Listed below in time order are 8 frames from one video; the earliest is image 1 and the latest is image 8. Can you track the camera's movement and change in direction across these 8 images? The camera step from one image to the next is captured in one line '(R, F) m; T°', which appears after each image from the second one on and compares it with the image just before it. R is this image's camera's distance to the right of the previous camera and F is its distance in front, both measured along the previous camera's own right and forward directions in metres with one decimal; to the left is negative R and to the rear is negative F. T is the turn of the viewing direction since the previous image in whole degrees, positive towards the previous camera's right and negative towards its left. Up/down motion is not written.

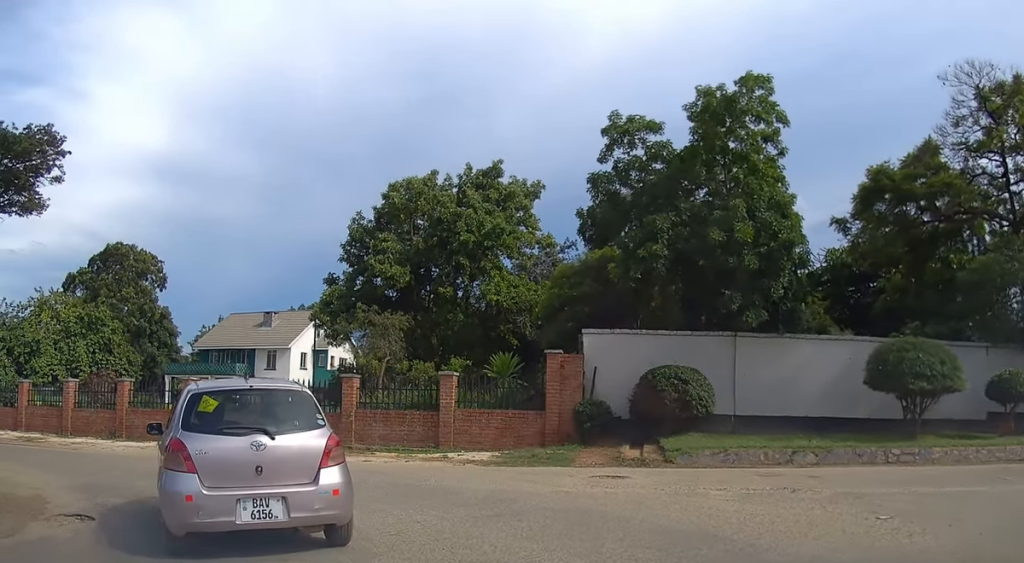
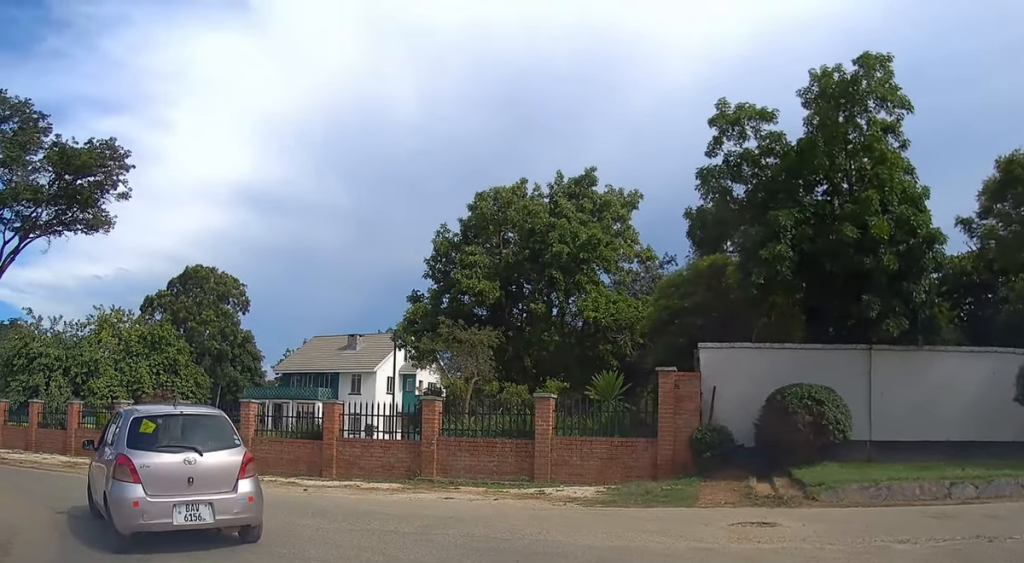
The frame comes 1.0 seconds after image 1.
(-0.1, +2.7) m; -3°
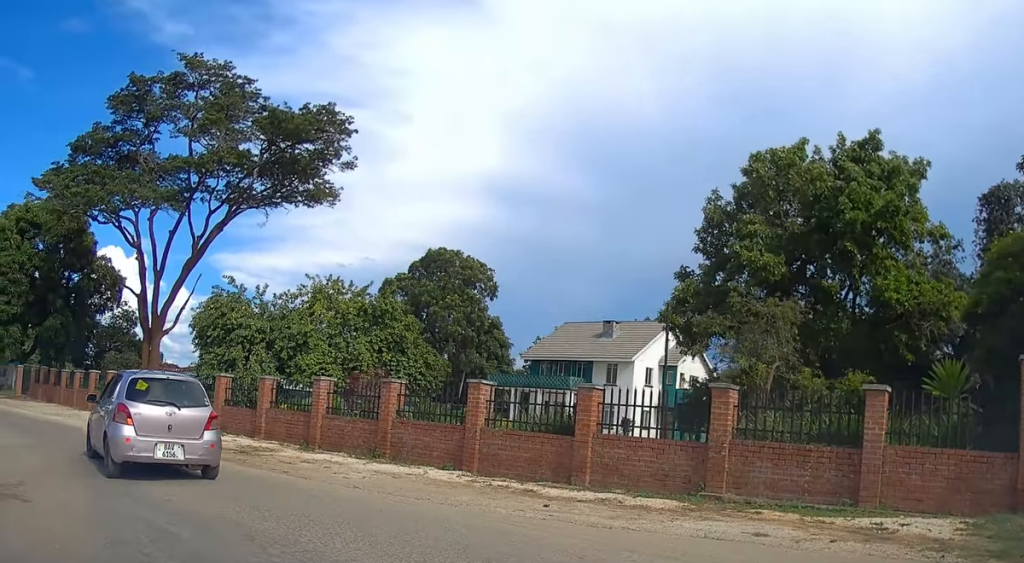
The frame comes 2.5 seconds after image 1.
(-0.4, +4.1) m; -17°
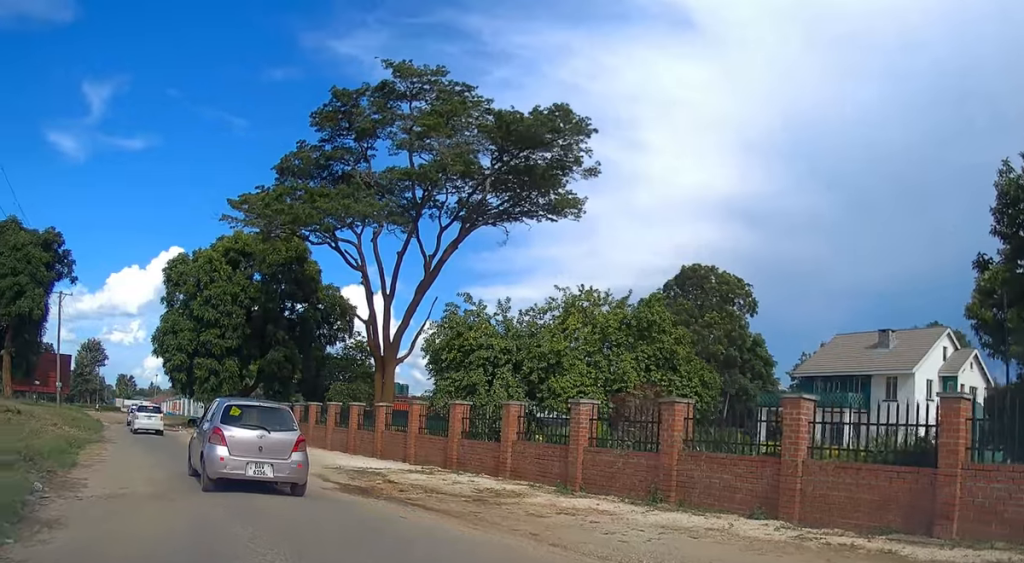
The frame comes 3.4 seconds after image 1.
(-0.4, +3.2) m; -18°
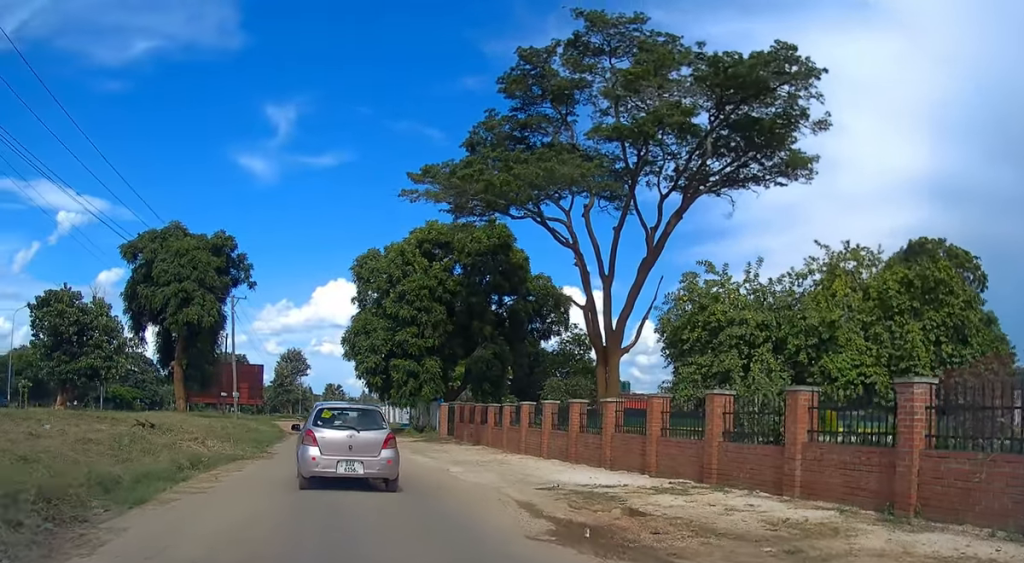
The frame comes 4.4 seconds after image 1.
(-0.7, +4.1) m; -19°
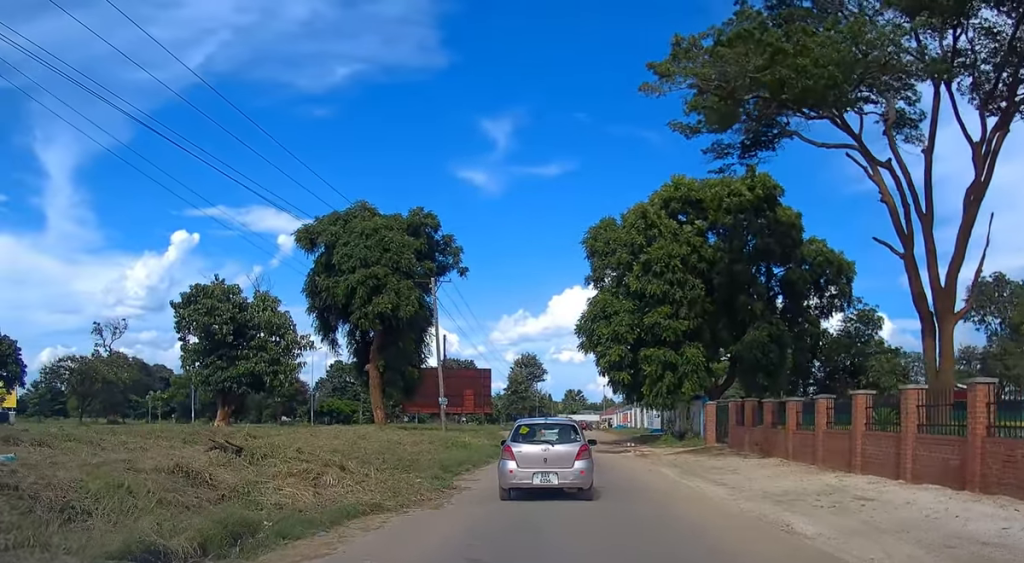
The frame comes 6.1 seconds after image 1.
(-2.2, +8.9) m; -24°
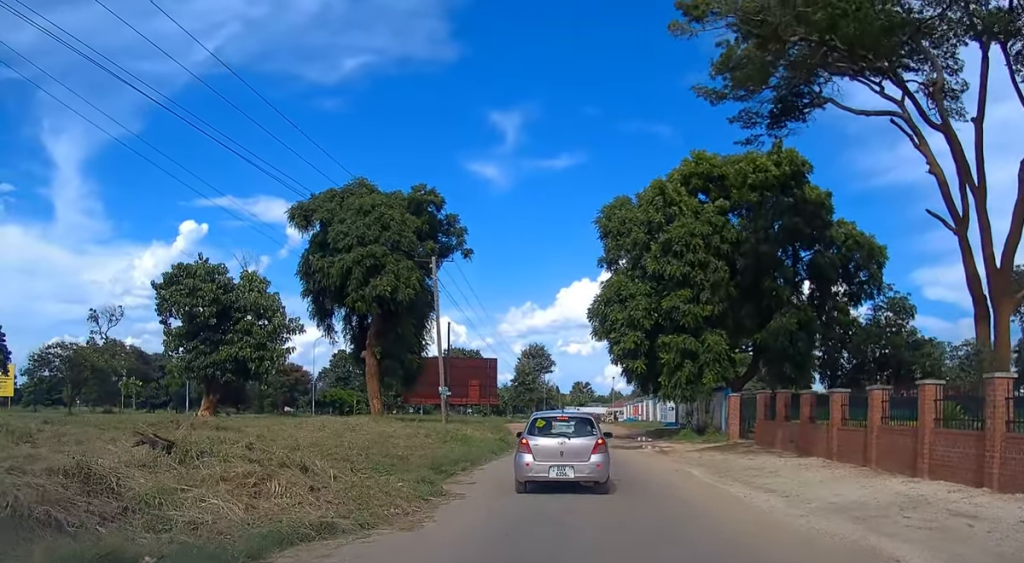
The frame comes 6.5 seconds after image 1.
(-0.2, +2.9) m; -4°
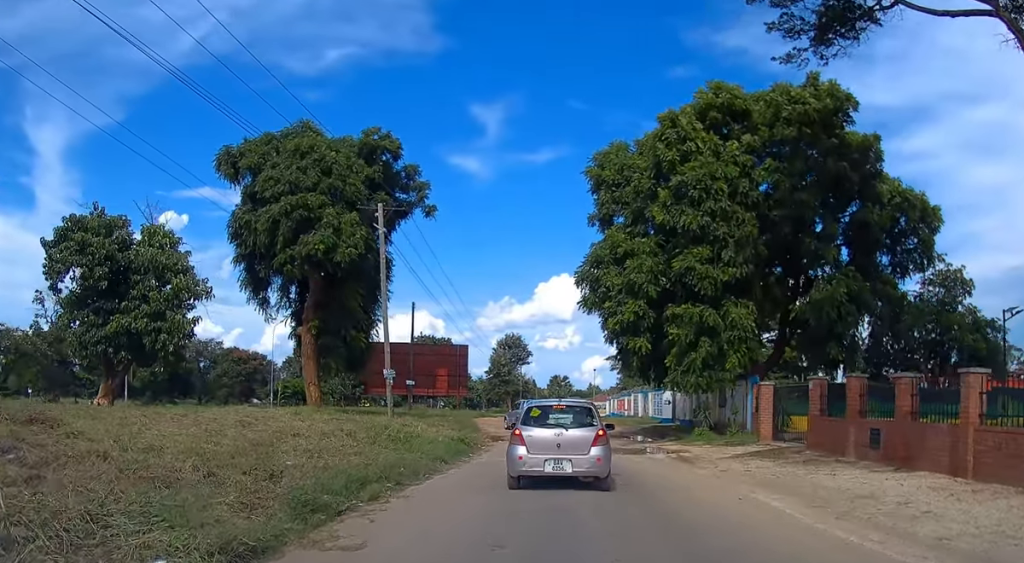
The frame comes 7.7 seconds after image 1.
(-0.5, +7.7) m; -4°
